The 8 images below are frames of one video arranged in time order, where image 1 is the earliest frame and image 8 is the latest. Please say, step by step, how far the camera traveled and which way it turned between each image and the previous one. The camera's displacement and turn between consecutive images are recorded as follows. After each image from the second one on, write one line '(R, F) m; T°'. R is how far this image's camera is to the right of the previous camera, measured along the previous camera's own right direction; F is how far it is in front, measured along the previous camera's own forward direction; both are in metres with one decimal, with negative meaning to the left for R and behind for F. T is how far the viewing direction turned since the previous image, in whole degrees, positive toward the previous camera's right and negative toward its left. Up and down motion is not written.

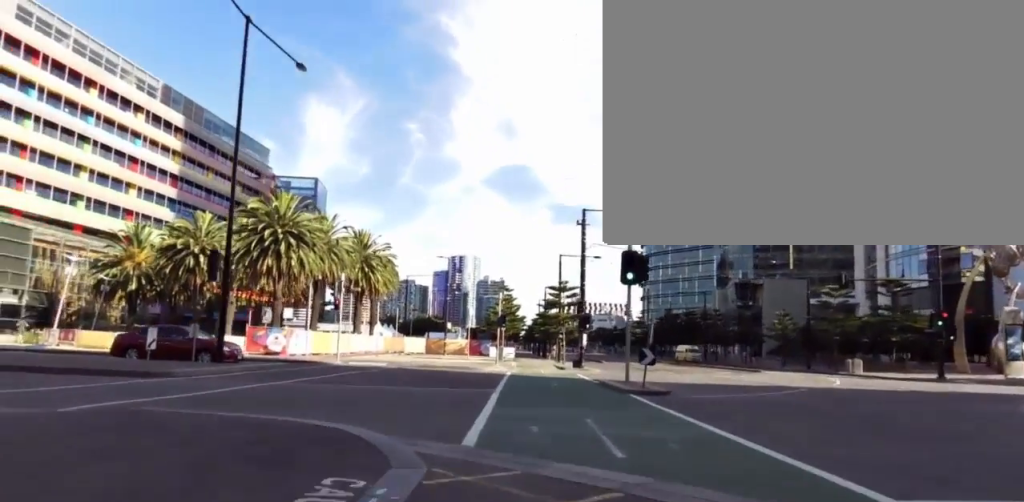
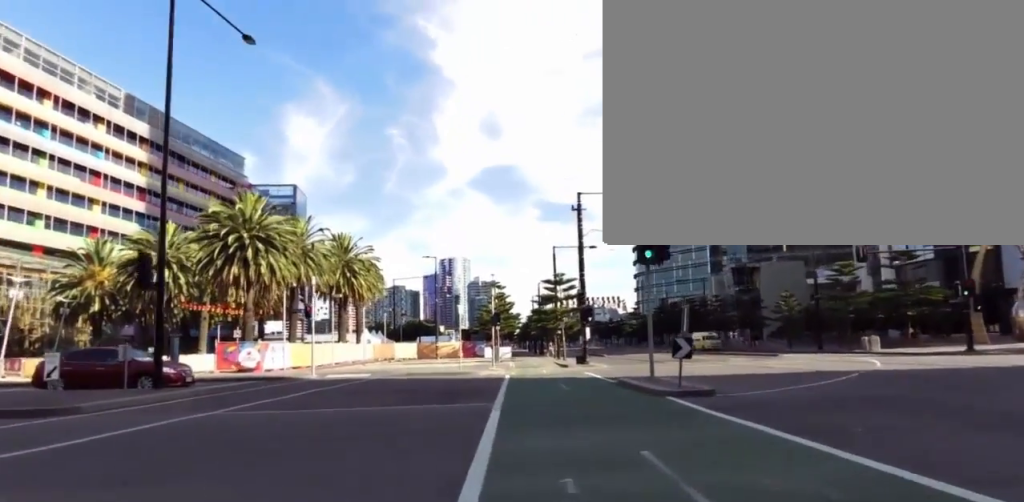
(+0.1, +3.5) m; +2°
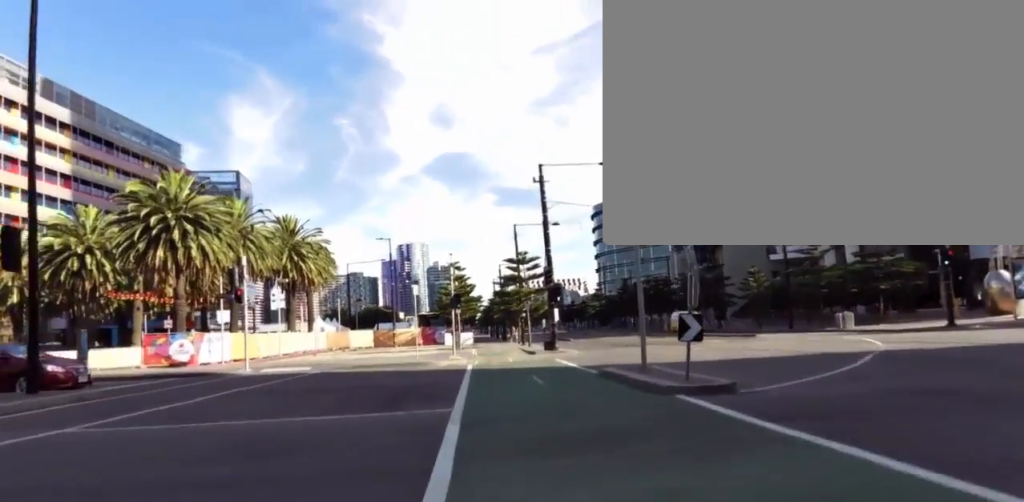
(0.0, +3.0) m; 0°
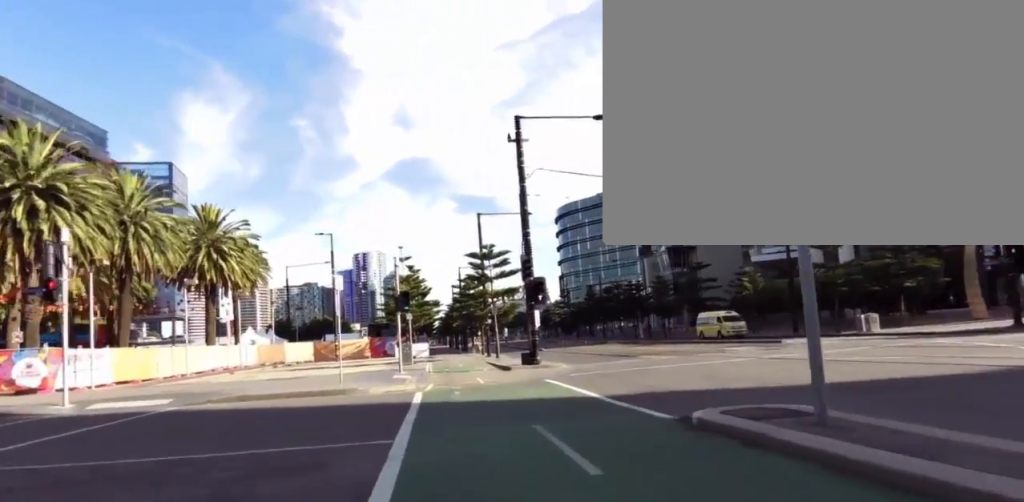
(0.0, +8.0) m; 0°
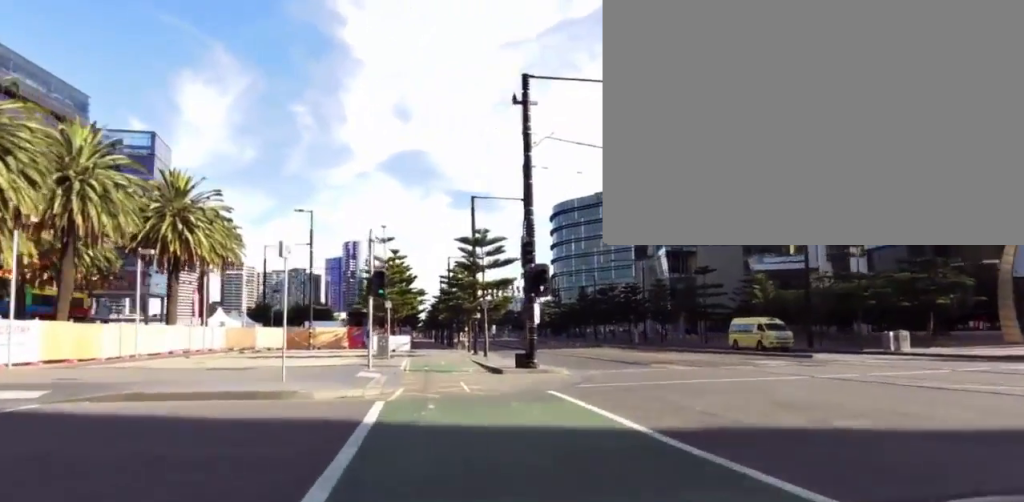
(0.0, +4.1) m; +1°
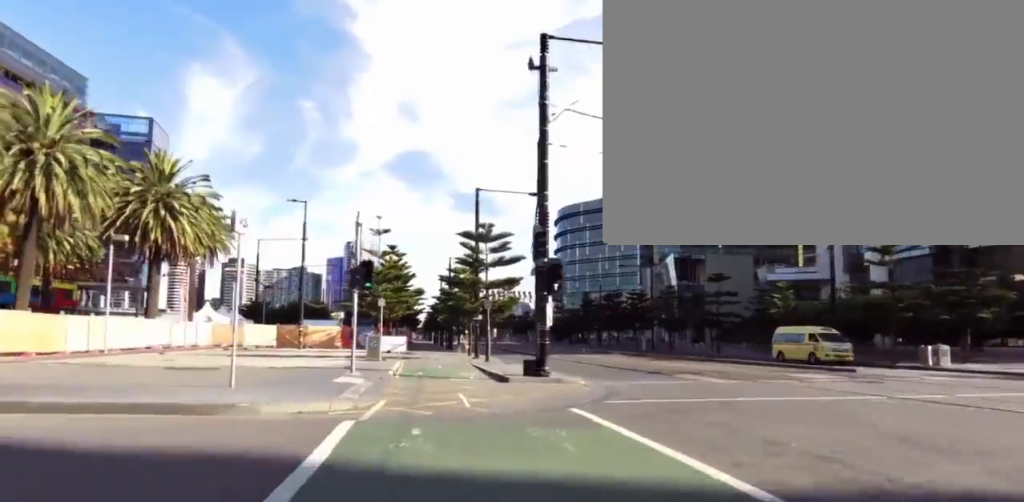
(0.0, +3.0) m; +1°
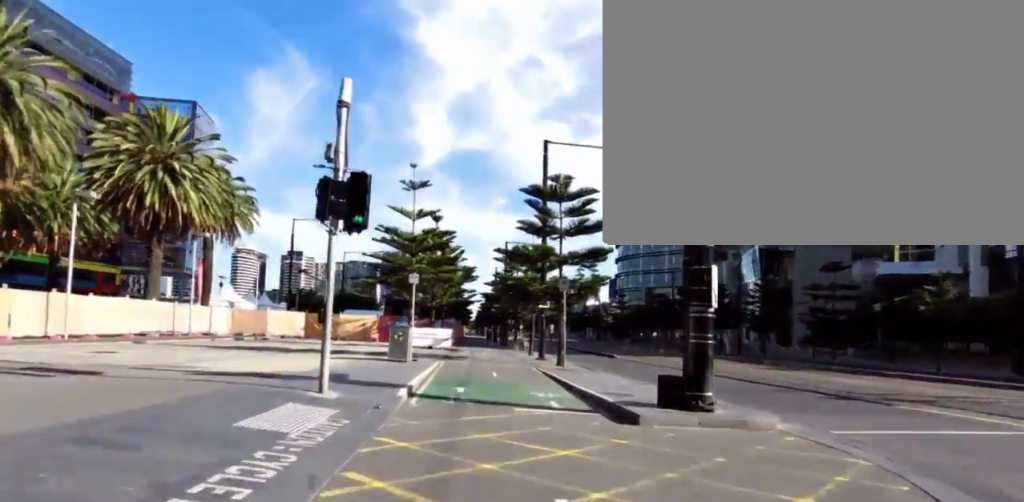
(+0.4, +9.0) m; +1°
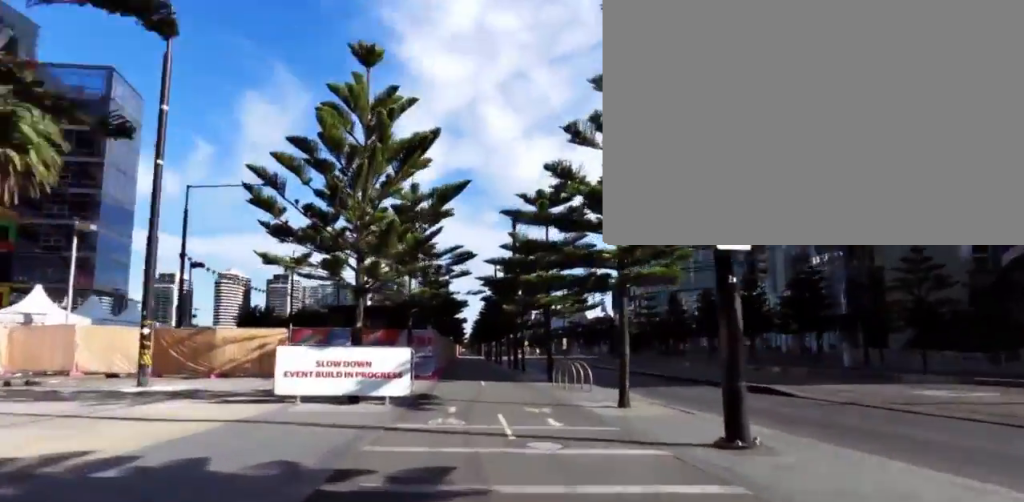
(-0.5, +19.6) m; 0°
